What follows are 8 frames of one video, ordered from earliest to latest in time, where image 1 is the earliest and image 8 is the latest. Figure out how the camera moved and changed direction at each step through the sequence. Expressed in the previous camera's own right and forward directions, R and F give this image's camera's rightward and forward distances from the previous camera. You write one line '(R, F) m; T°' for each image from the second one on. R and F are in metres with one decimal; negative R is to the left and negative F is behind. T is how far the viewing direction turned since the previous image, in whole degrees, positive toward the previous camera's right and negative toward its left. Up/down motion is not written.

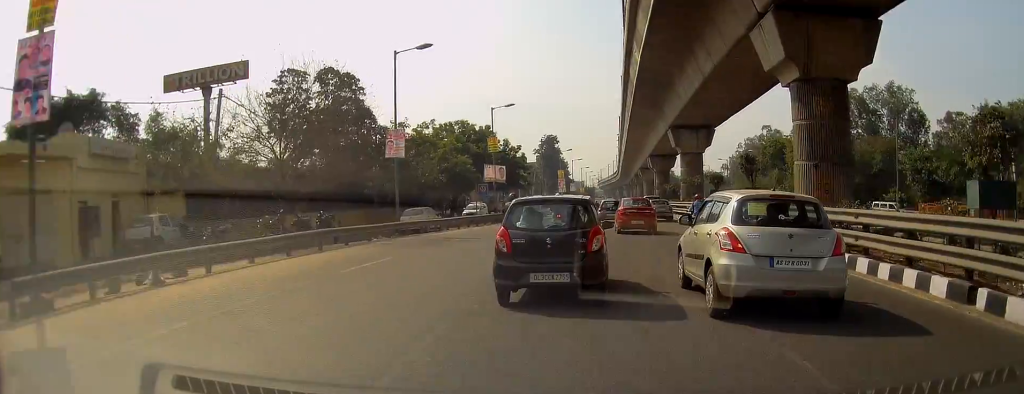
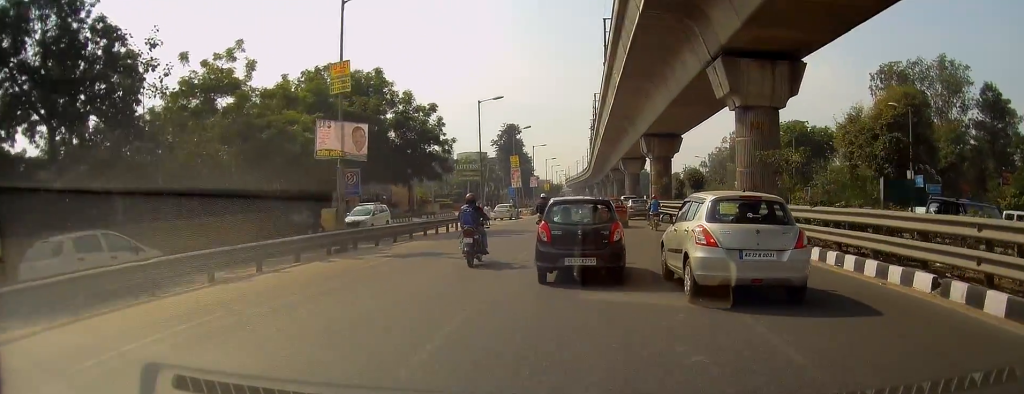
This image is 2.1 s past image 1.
(+1.2, +24.8) m; +4°
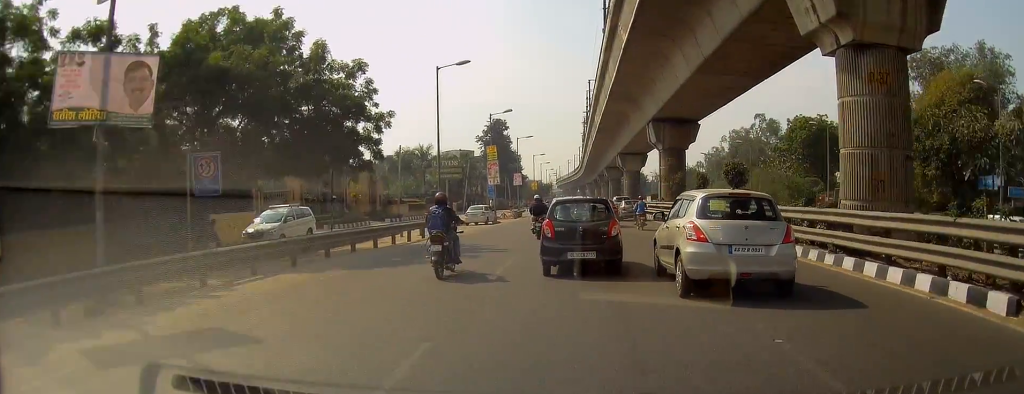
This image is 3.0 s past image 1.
(-0.2, +10.3) m; 0°
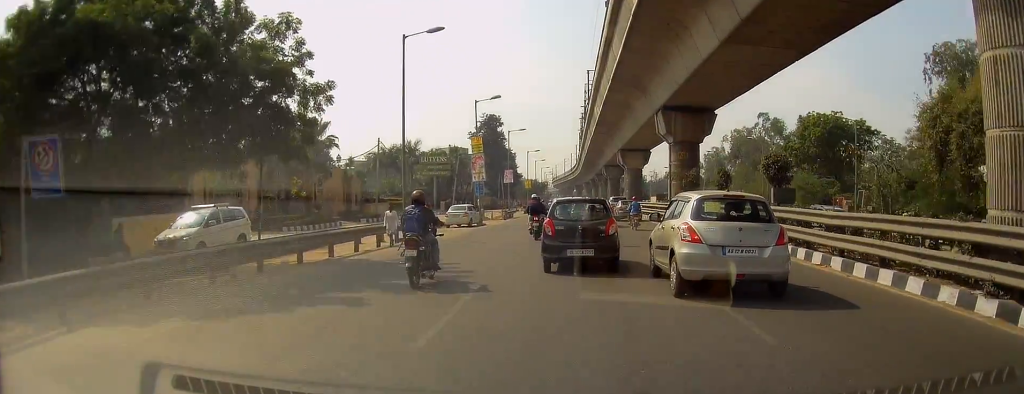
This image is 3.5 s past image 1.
(0.0, +5.8) m; 0°
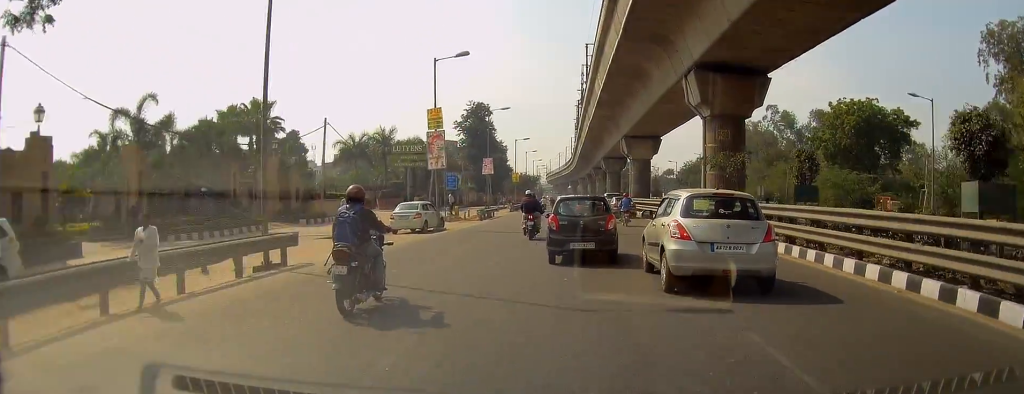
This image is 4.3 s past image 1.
(+0.1, +11.0) m; 0°
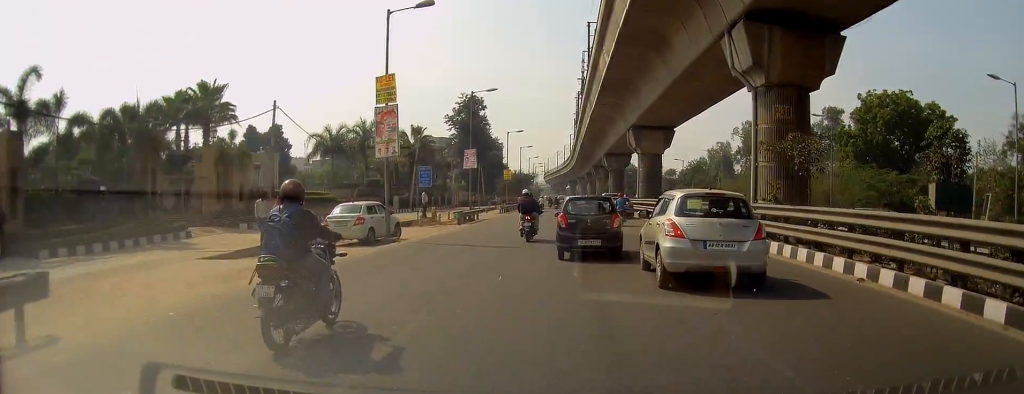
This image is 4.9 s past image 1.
(0.0, +7.9) m; 0°
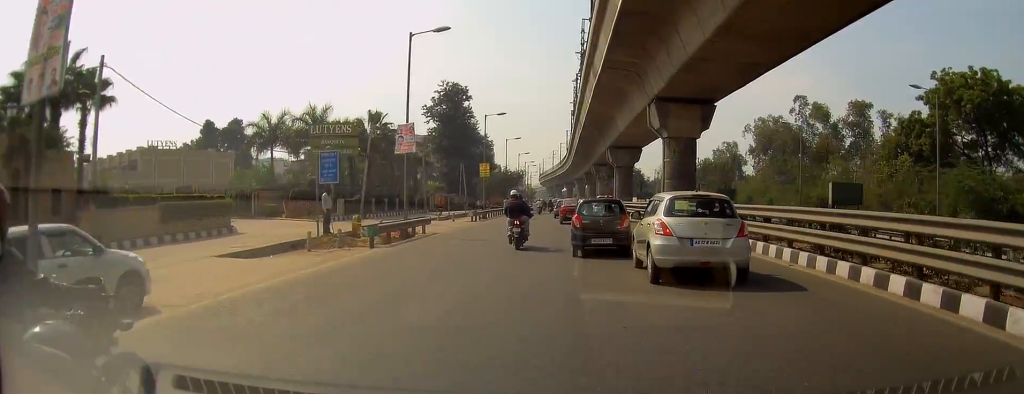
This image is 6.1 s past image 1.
(-0.2, +15.2) m; +1°
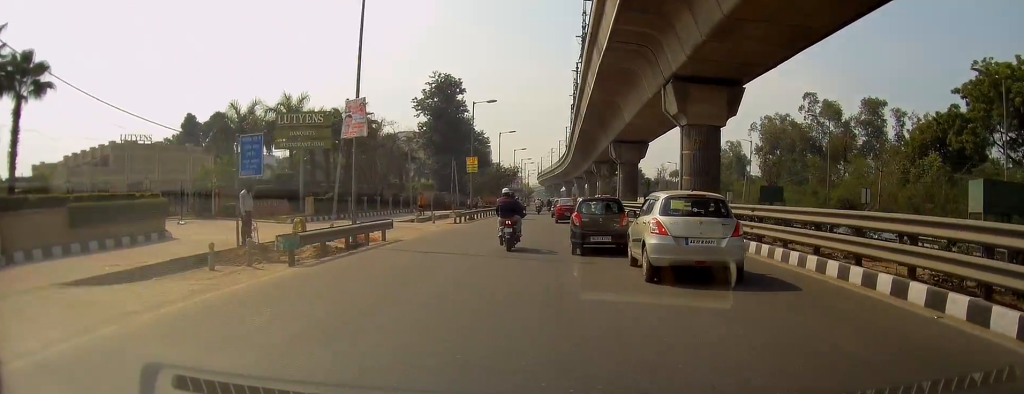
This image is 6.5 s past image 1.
(+0.2, +5.8) m; +1°
